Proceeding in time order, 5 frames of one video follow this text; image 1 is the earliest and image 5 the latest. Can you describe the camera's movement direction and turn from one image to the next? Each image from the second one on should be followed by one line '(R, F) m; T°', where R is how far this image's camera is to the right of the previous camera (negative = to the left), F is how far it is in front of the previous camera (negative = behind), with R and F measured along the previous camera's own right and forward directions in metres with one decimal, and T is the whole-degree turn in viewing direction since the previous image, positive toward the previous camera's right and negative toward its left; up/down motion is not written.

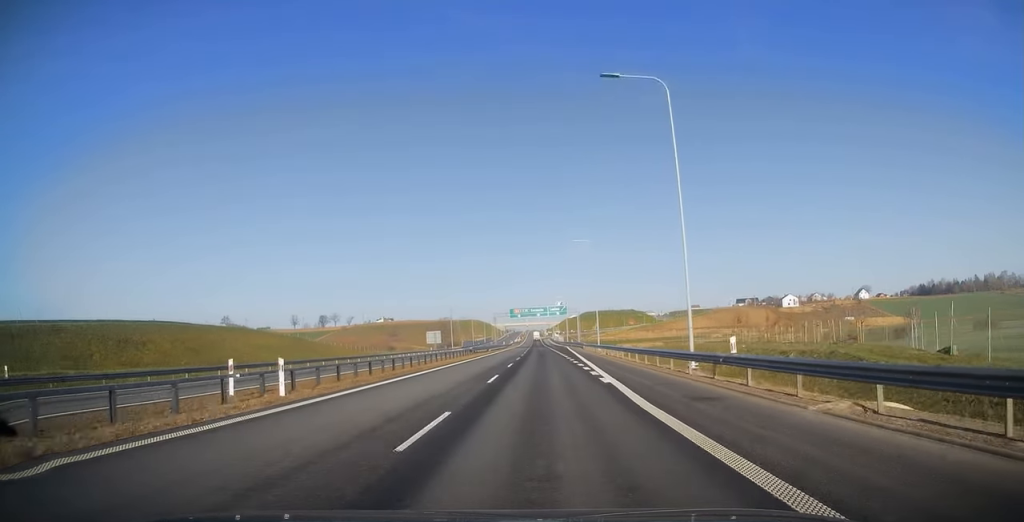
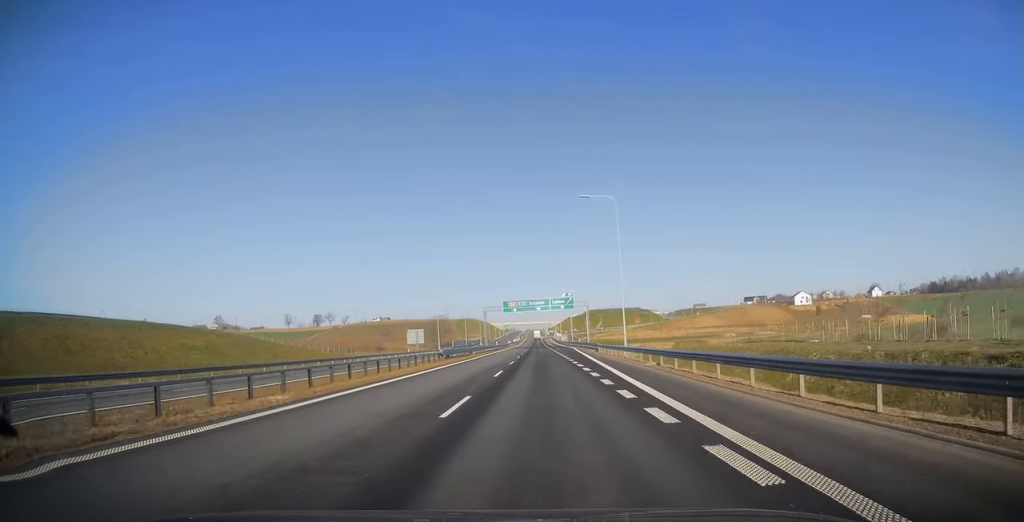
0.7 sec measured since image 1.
(0.0, +20.9) m; 0°
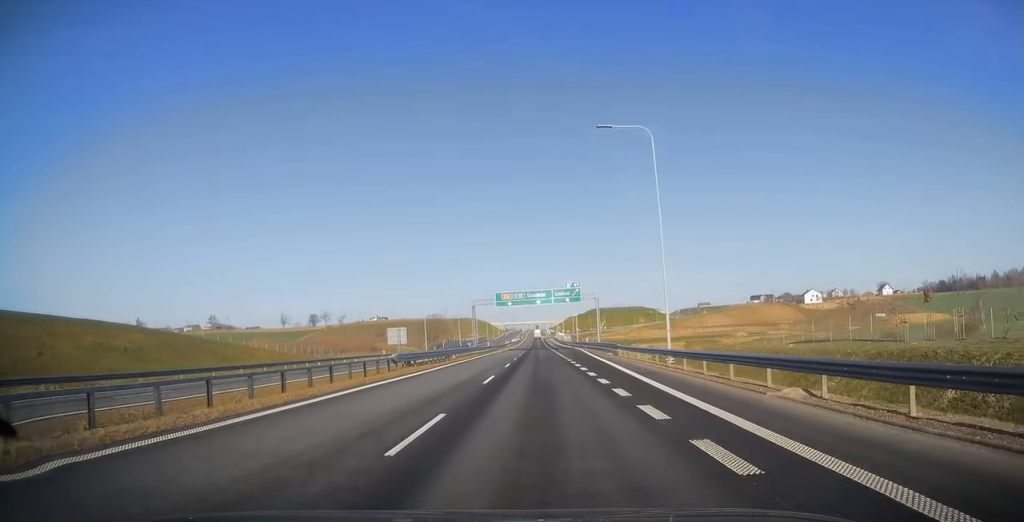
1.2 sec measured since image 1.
(-0.2, +15.7) m; 0°
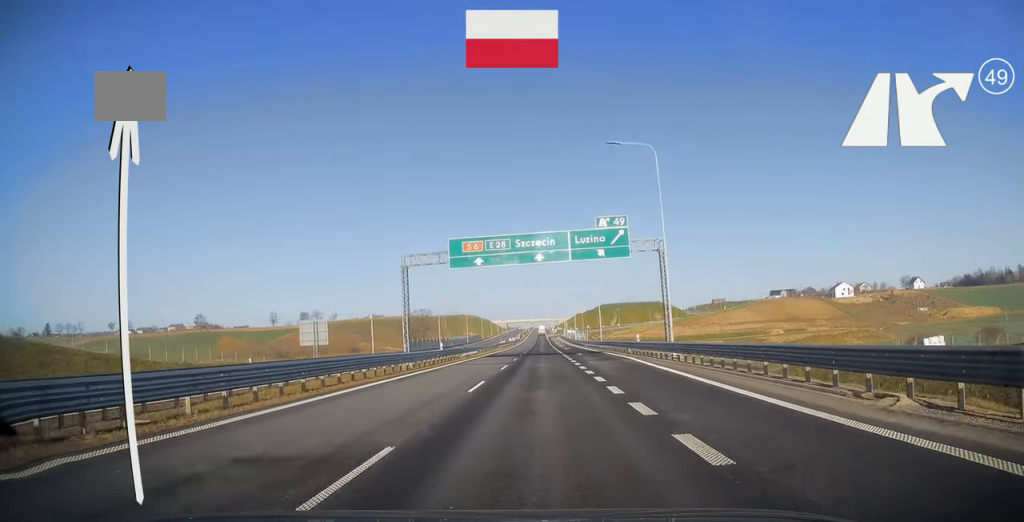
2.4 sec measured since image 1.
(+0.3, +39.7) m; 0°
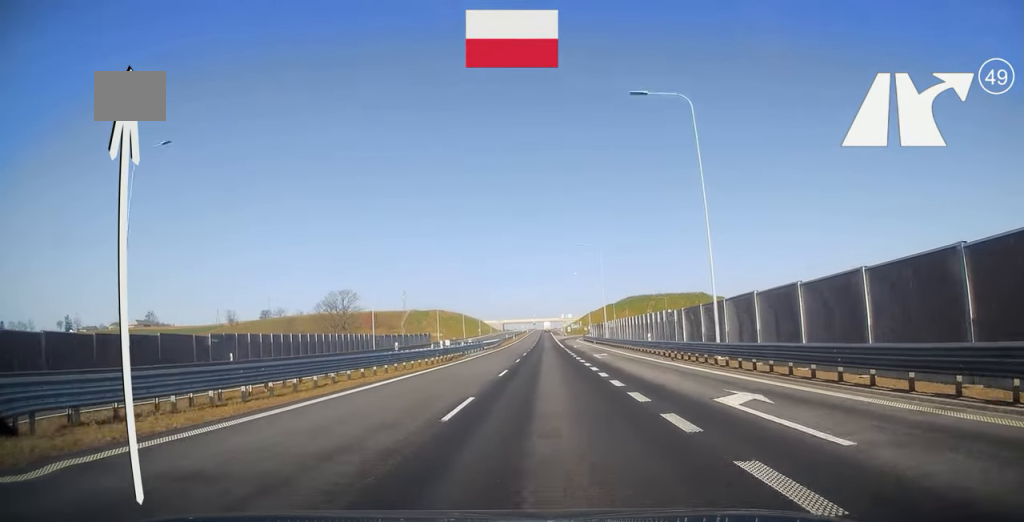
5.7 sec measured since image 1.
(-1.4, +102.3) m; -1°
